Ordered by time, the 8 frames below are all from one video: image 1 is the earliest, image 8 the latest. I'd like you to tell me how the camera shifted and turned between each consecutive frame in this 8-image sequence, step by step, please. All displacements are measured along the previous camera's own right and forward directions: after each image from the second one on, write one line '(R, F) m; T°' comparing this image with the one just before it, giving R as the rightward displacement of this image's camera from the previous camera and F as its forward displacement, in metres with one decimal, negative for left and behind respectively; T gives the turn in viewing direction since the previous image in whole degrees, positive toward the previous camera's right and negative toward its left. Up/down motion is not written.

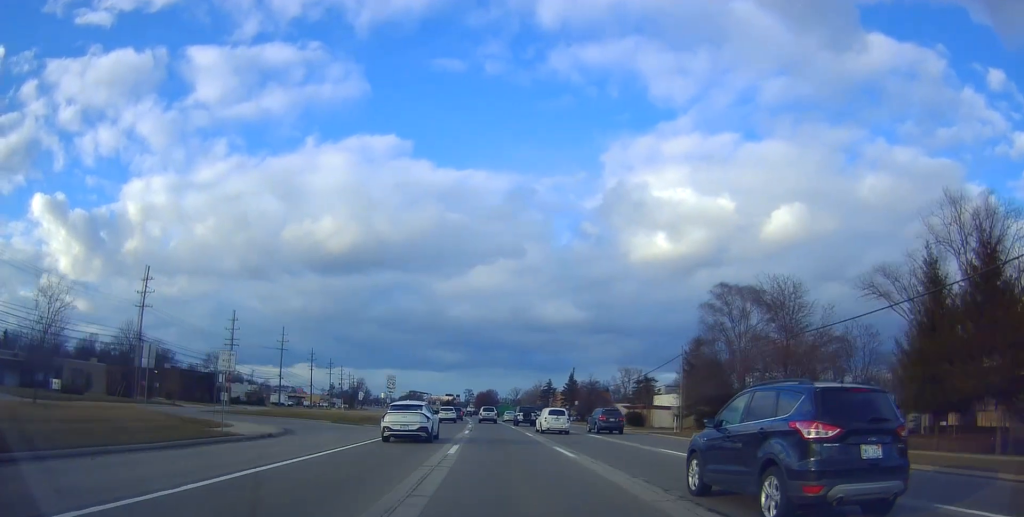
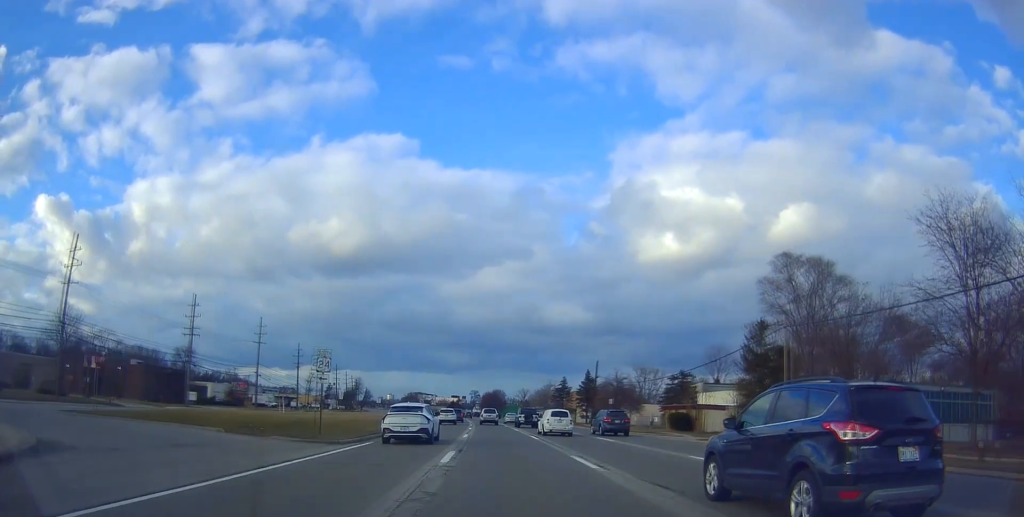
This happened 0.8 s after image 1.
(-0.1, +18.5) m; -2°
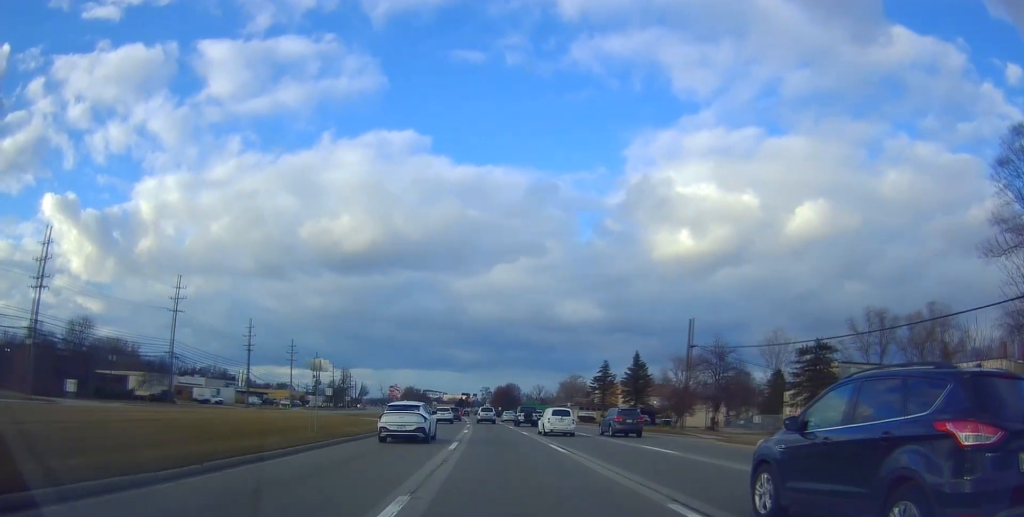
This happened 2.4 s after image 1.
(-1.1, +40.2) m; -1°
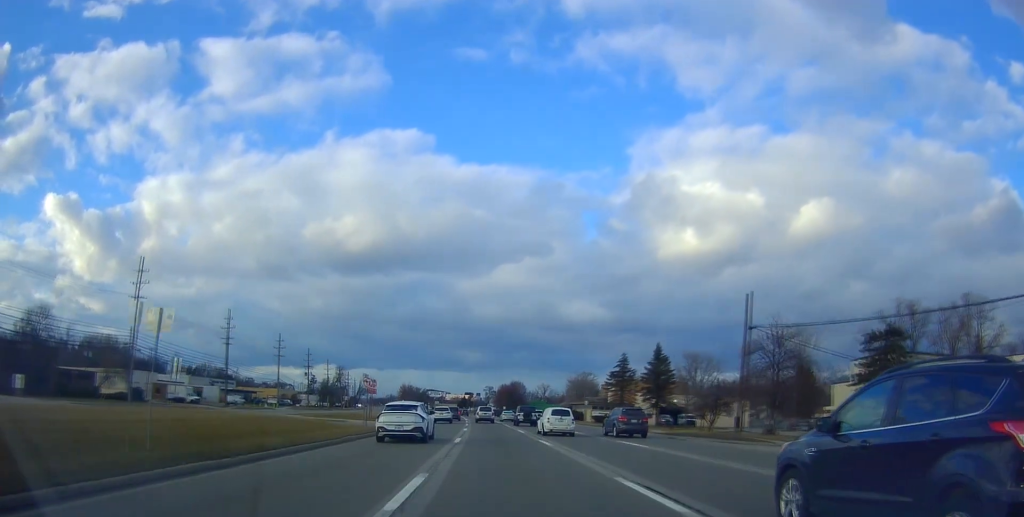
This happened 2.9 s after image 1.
(+0.4, +12.0) m; 0°
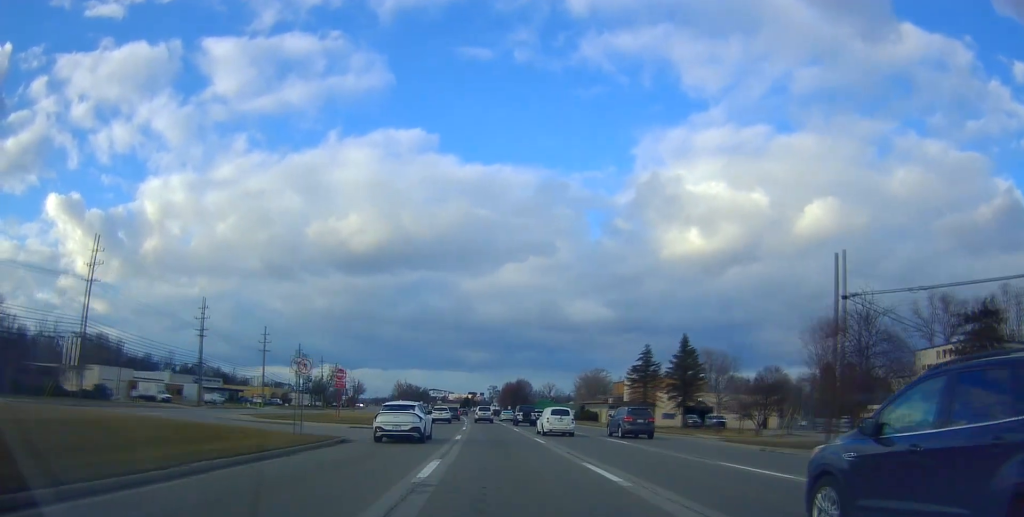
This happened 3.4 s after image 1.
(0.0, +12.0) m; 0°
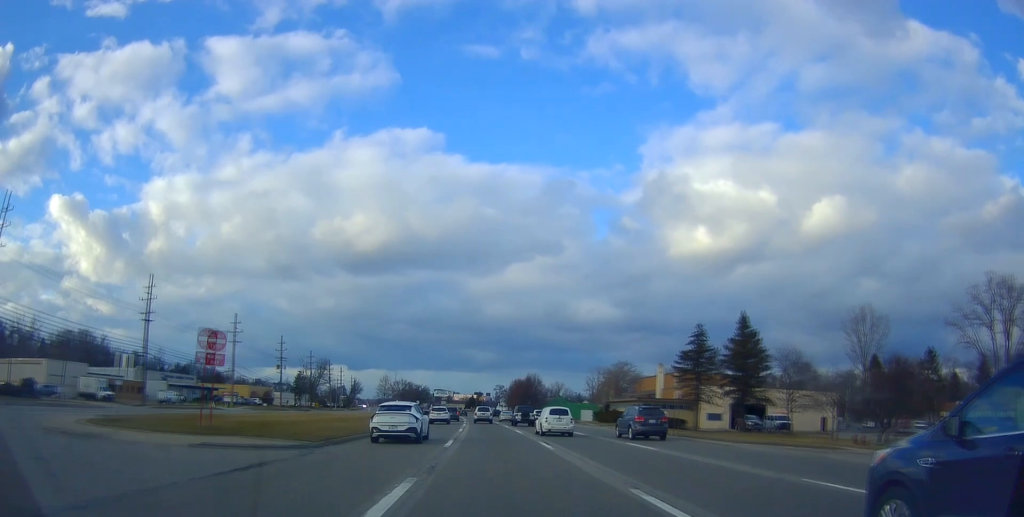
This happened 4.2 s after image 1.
(-0.5, +19.2) m; -1°
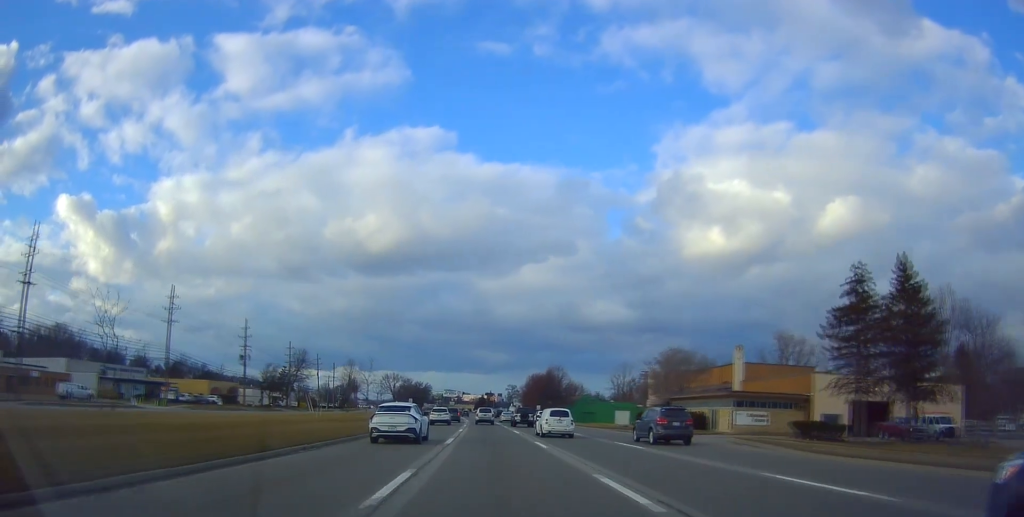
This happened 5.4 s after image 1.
(0.0, +28.9) m; 0°
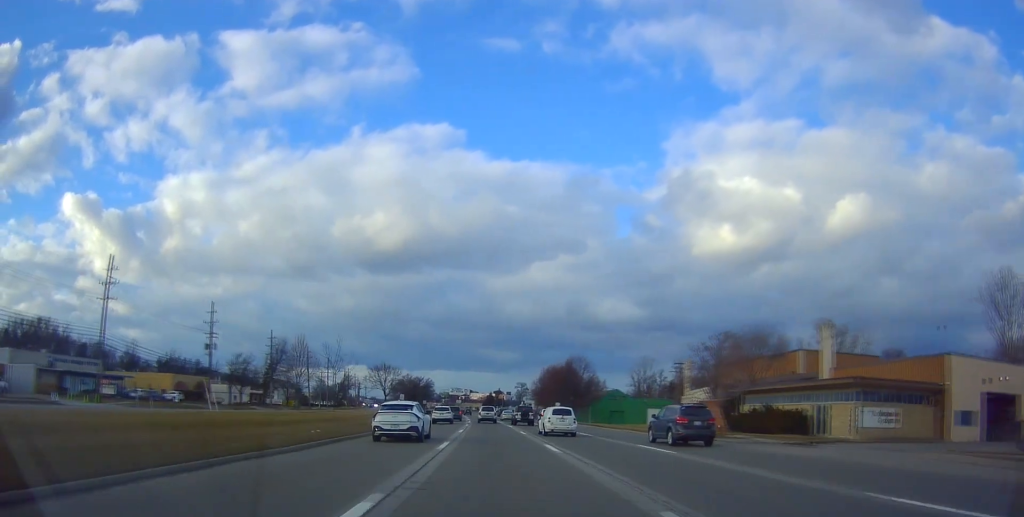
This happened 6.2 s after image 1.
(0.0, +19.2) m; -1°
